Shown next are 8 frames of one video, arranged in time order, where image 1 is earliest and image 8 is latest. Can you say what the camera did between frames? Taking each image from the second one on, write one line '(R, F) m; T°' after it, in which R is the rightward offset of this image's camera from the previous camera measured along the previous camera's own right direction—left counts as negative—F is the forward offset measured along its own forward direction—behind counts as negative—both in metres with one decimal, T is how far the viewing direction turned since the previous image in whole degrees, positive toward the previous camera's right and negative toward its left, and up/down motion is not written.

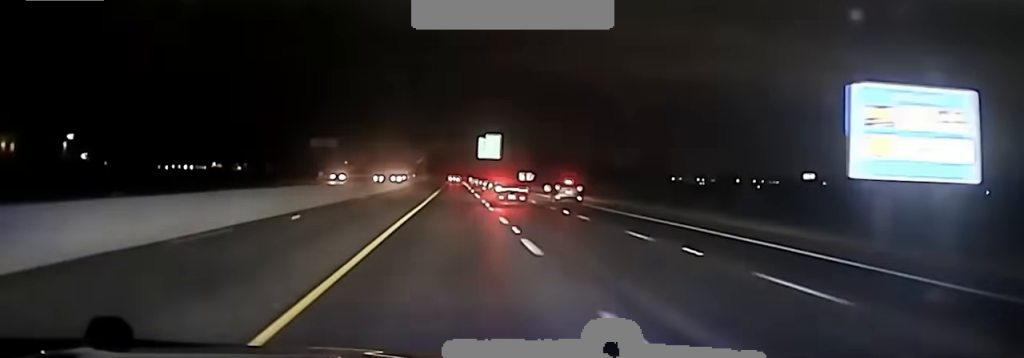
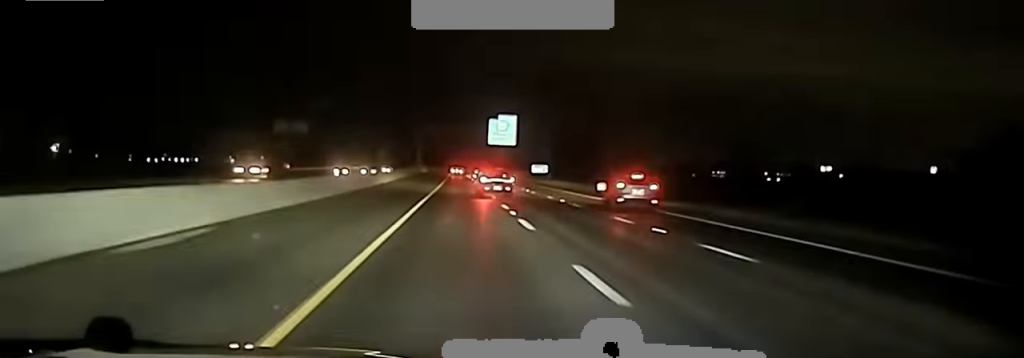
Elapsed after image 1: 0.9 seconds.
(+0.1, +46.3) m; 0°
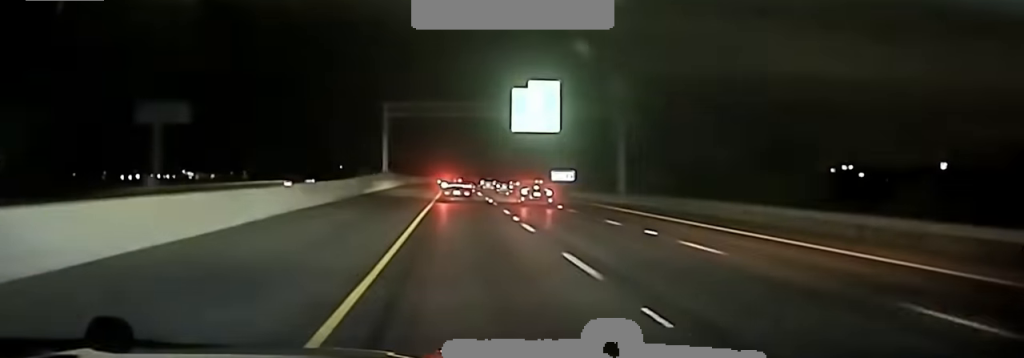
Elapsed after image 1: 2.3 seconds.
(-0.2, +69.2) m; 0°
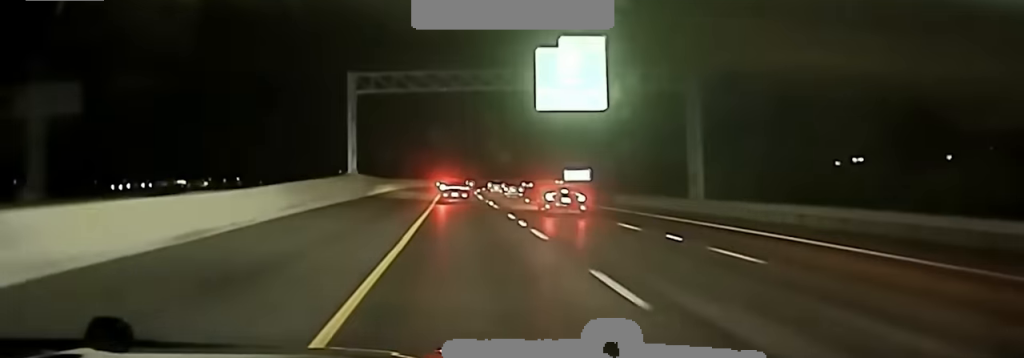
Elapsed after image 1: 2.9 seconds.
(+0.1, +28.6) m; 0°
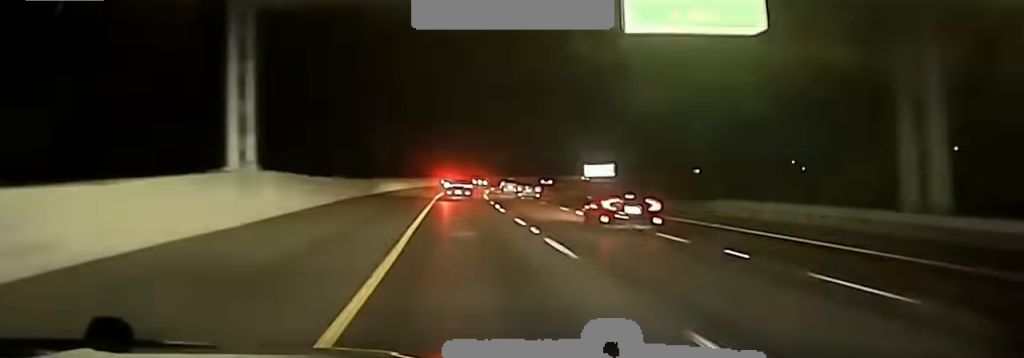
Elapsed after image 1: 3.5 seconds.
(+0.1, +30.0) m; 0°
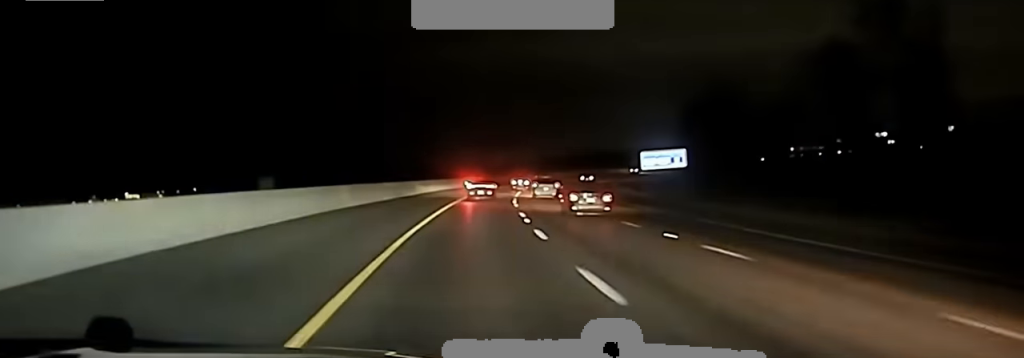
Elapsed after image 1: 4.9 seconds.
(-0.1, +65.9) m; 0°
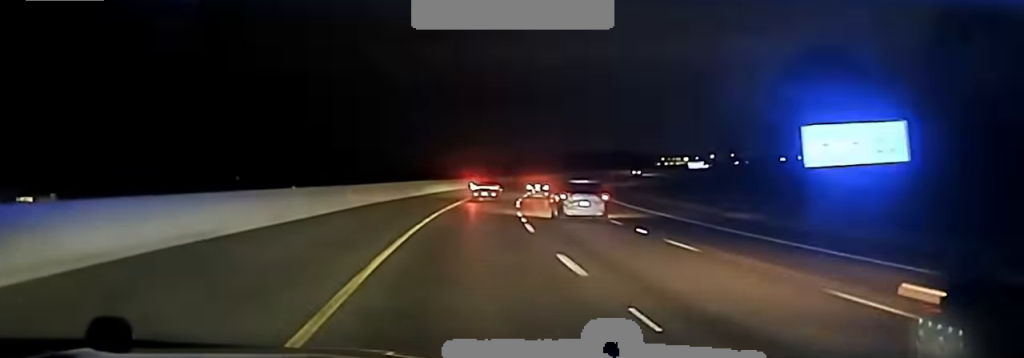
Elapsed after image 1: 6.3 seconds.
(+0.6, +69.3) m; +3°
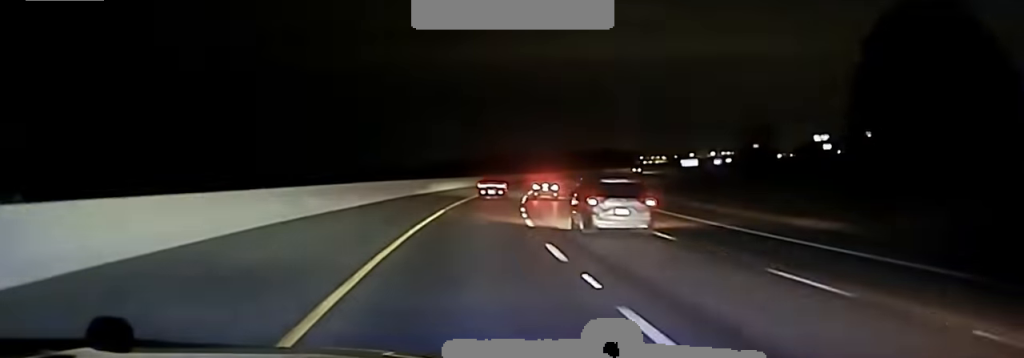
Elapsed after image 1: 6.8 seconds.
(0.0, +22.8) m; +2°
